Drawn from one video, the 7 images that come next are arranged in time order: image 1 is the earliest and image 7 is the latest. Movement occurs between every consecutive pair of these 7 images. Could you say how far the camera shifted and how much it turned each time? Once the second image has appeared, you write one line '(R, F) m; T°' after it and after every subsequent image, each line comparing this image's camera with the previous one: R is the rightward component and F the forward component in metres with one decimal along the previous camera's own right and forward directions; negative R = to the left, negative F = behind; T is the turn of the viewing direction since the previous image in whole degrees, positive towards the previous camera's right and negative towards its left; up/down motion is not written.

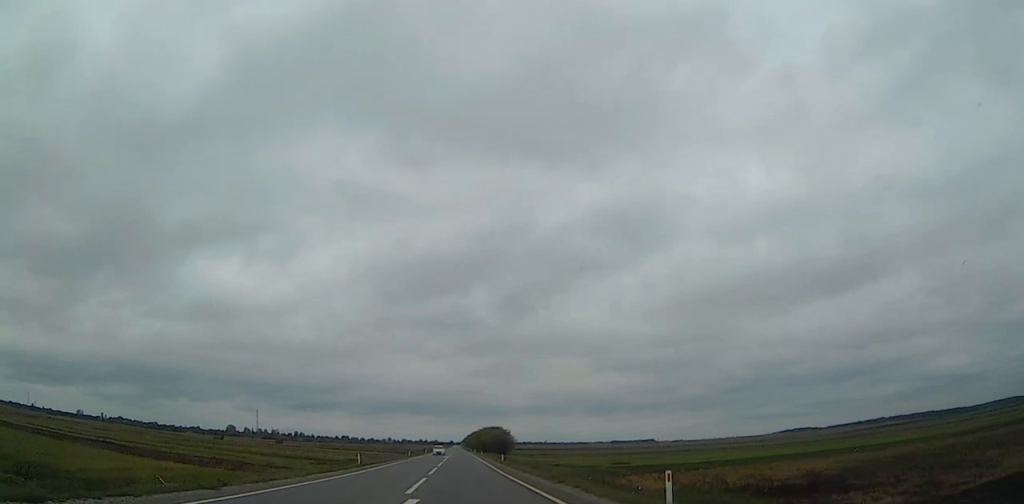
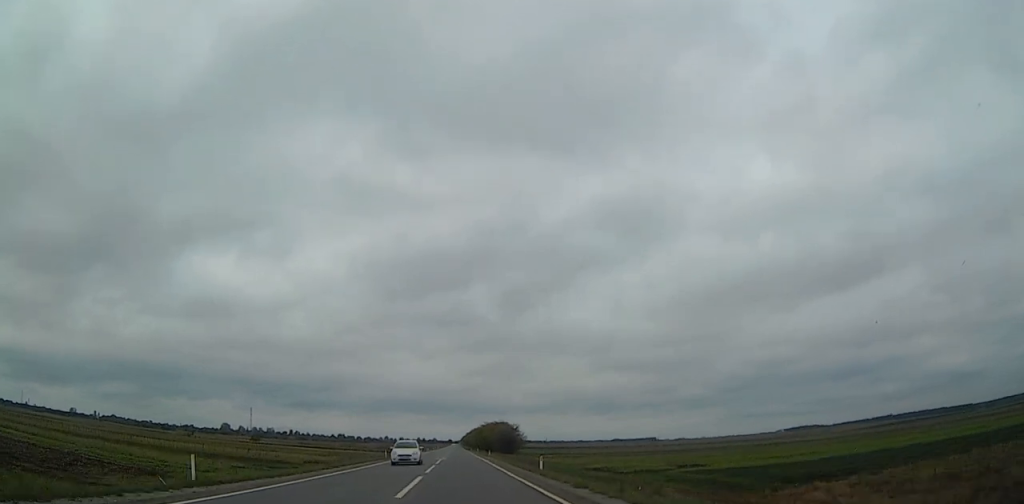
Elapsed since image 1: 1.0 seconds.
(0.0, +29.9) m; 0°
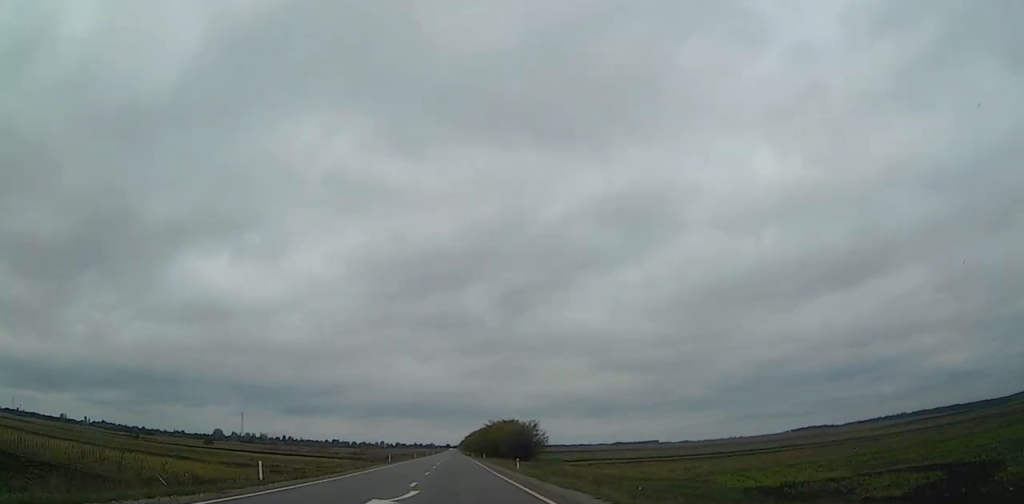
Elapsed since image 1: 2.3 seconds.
(0.0, +41.2) m; 0°
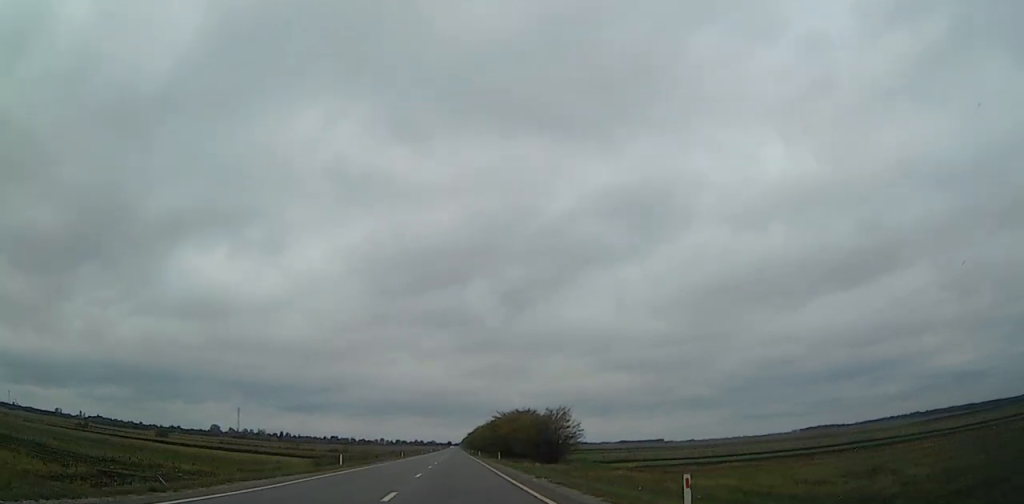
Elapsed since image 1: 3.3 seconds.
(0.0, +31.0) m; 0°
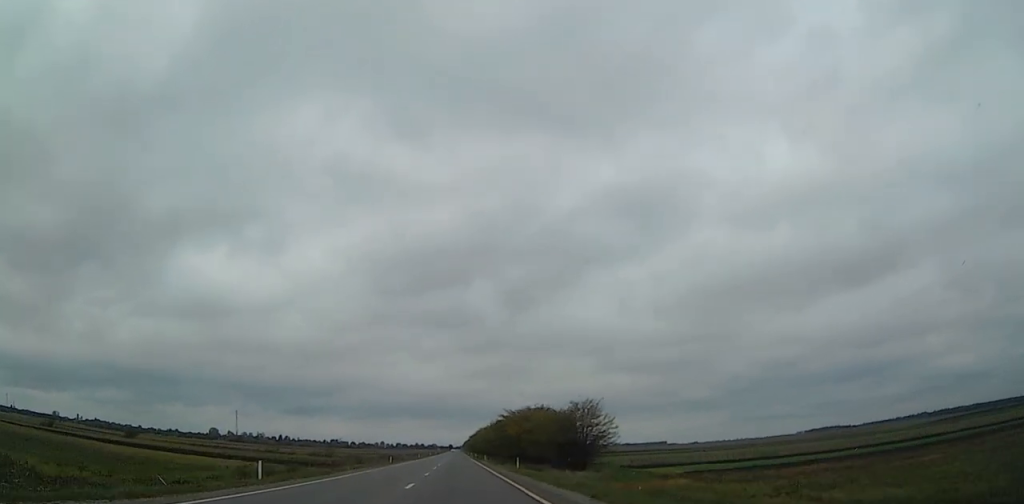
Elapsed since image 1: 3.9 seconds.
(0.0, +17.6) m; 0°
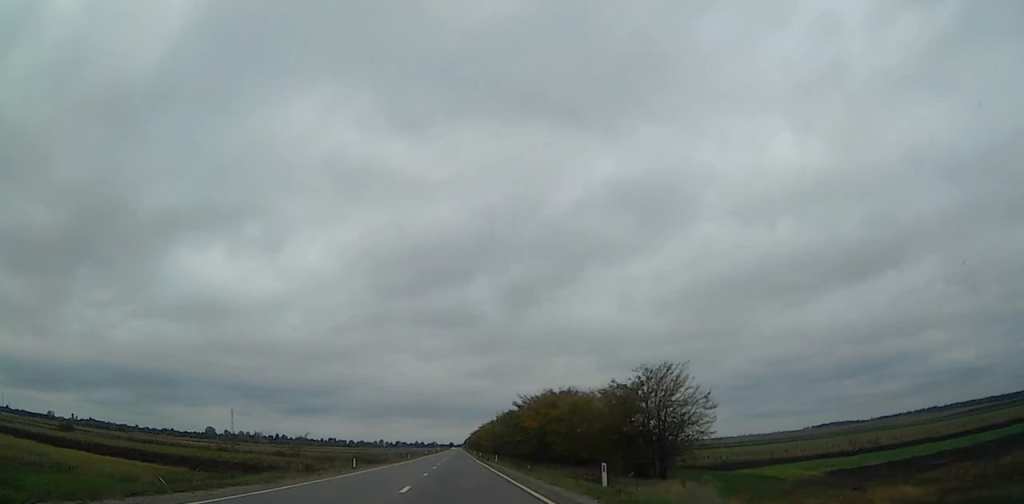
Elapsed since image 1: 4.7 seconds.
(0.0, +25.8) m; 0°
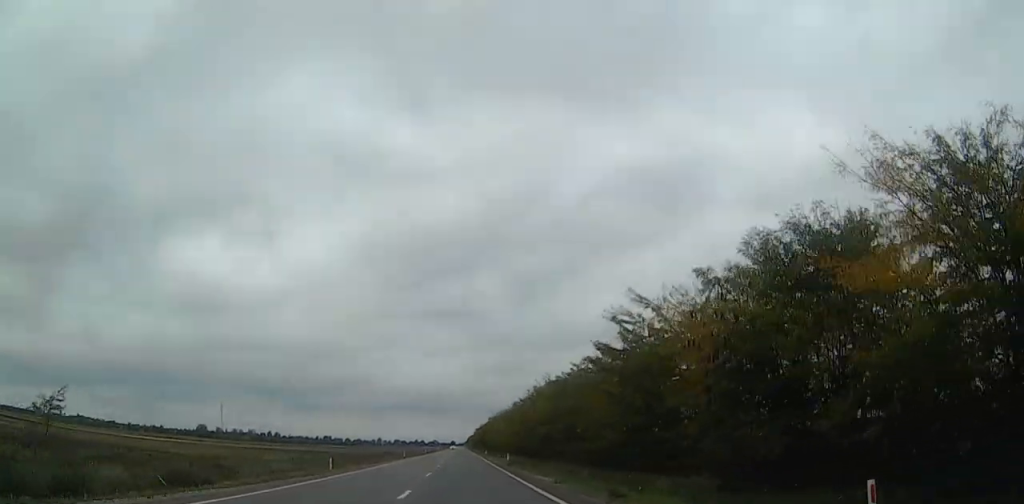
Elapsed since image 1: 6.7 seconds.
(0.0, +61.7) m; 0°
